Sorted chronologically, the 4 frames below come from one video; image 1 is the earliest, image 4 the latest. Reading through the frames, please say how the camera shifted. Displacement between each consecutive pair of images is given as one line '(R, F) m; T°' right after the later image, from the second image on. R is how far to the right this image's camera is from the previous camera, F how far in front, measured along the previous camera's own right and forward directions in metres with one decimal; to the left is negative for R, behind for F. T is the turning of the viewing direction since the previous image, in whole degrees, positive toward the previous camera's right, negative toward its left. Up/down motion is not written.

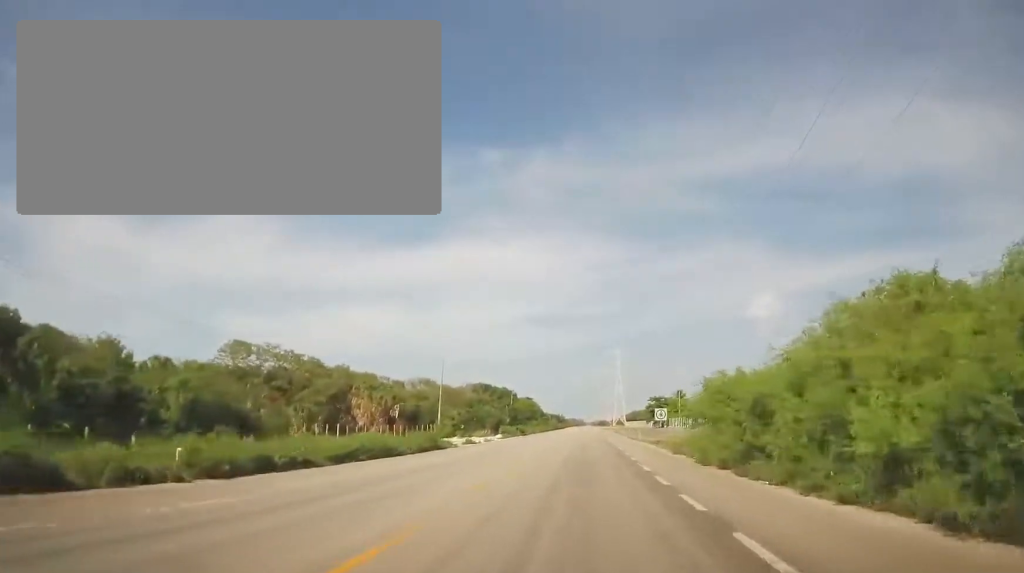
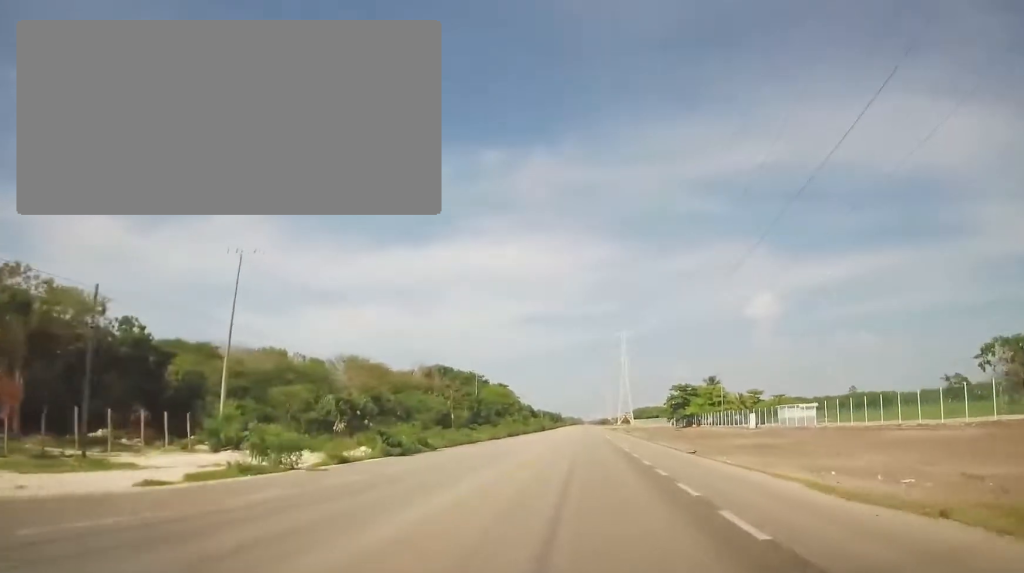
(+0.4, +52.3) m; +1°
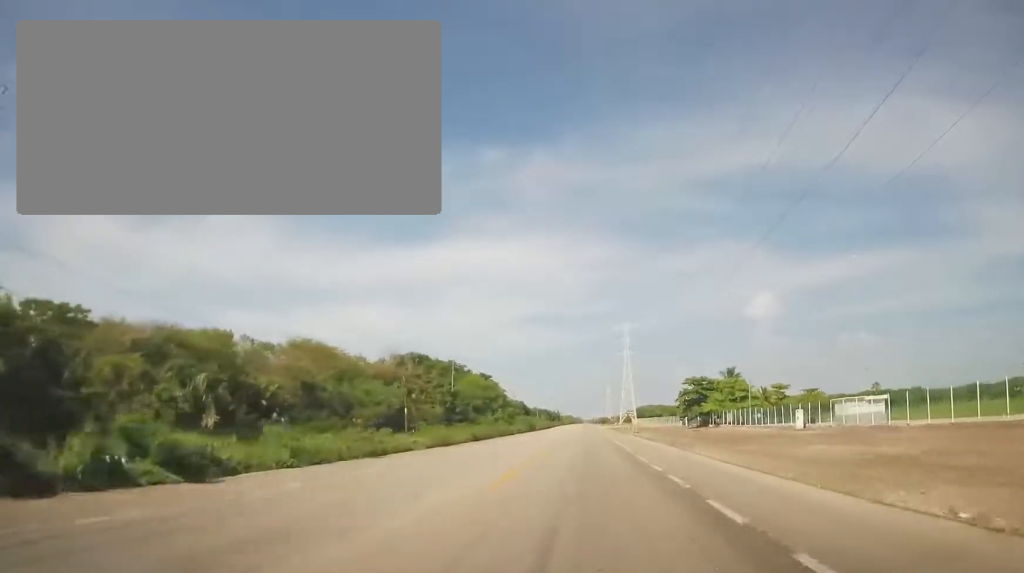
(-0.4, +19.7) m; 0°
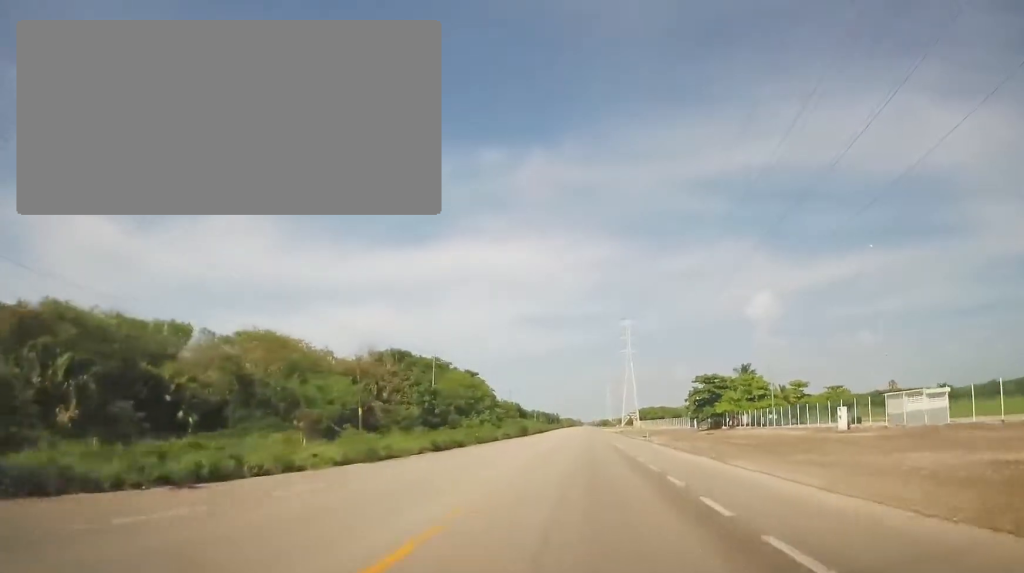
(0.0, +11.7) m; 0°
